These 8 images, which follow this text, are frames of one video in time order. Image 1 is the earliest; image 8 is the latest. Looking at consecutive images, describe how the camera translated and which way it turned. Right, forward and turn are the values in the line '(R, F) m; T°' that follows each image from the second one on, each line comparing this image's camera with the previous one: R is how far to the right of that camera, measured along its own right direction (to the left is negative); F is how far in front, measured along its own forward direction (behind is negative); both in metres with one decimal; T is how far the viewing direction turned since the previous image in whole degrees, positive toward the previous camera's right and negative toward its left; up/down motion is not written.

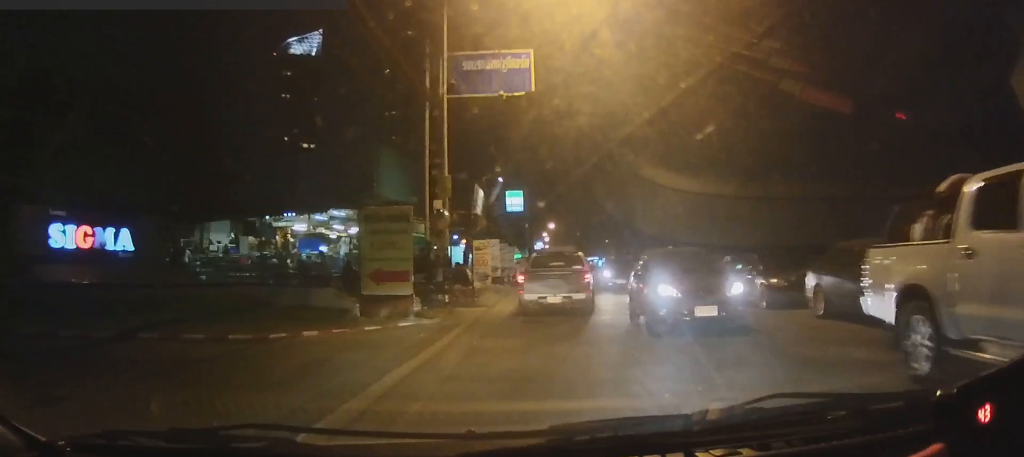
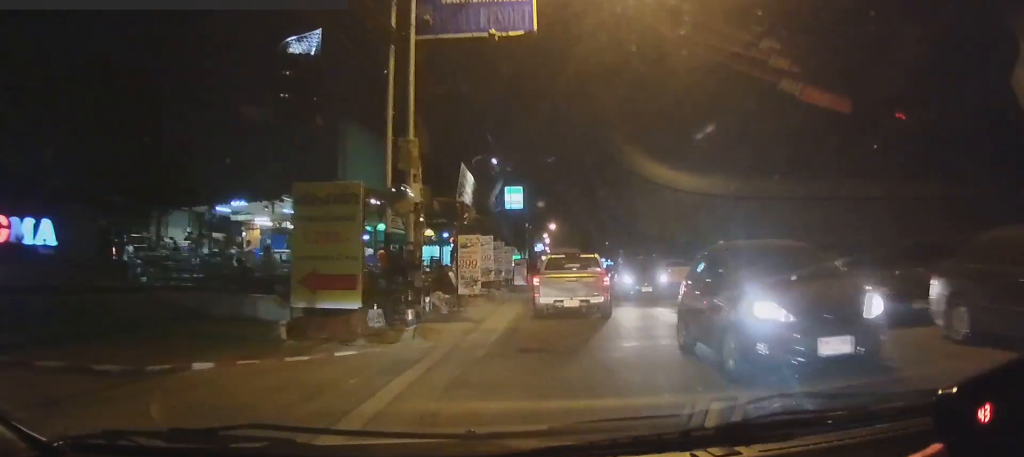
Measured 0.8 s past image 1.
(0.0, +4.4) m; -2°
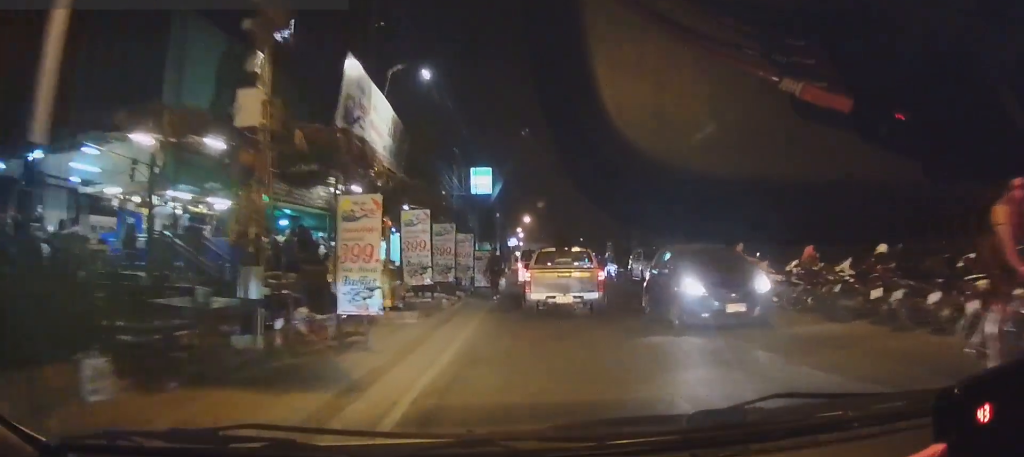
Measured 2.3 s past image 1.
(-0.3, +8.3) m; +2°
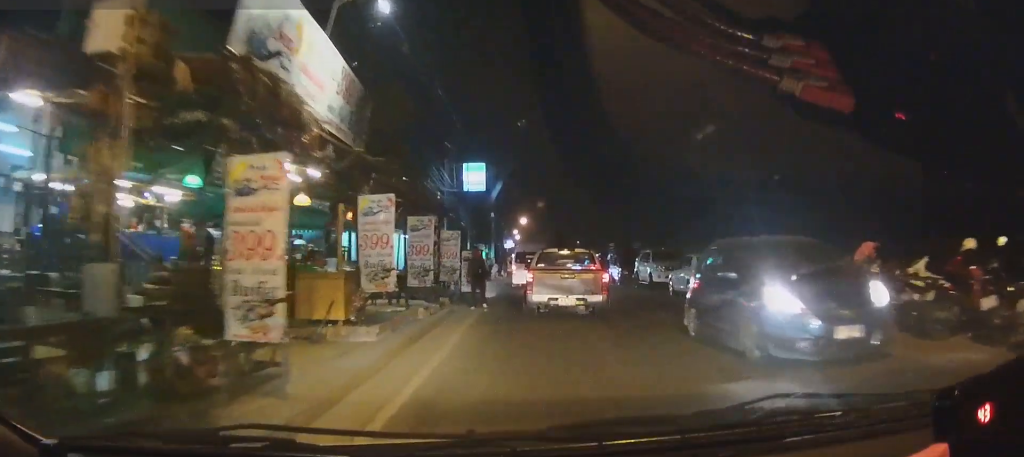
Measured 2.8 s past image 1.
(+0.1, +2.9) m; +2°
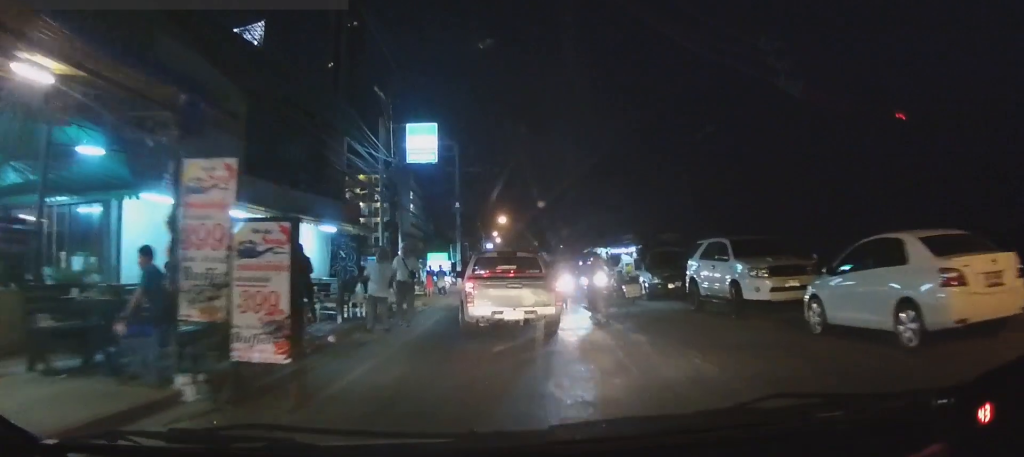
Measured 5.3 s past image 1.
(+0.1, +13.3) m; +1°
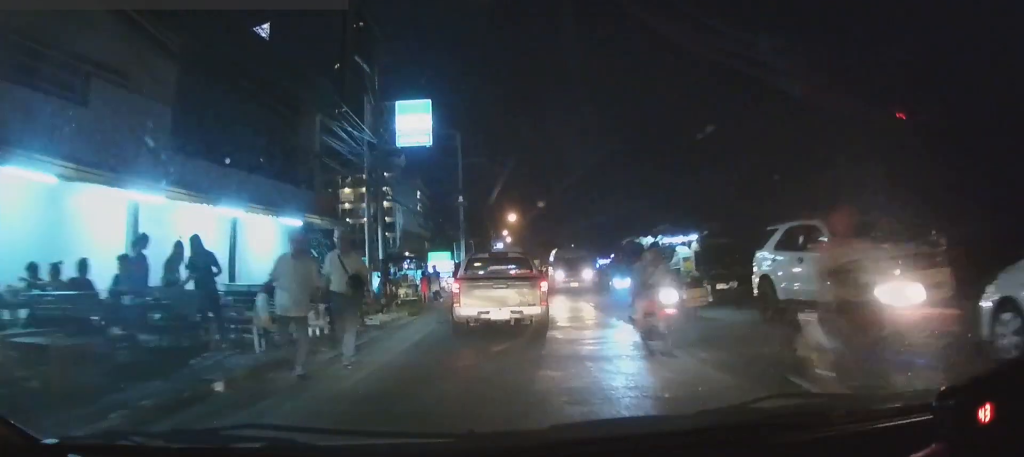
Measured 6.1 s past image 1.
(+0.2, +4.4) m; +3°
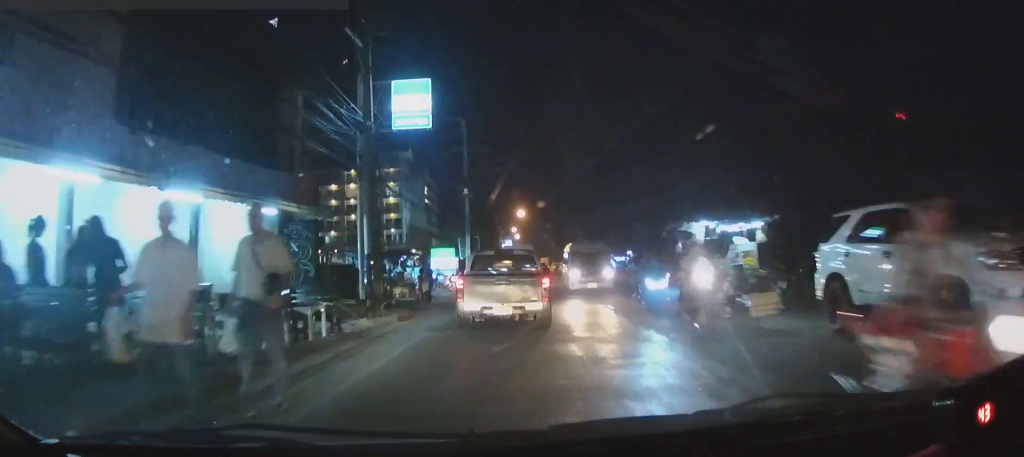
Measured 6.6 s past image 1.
(0.0, +2.5) m; +1°
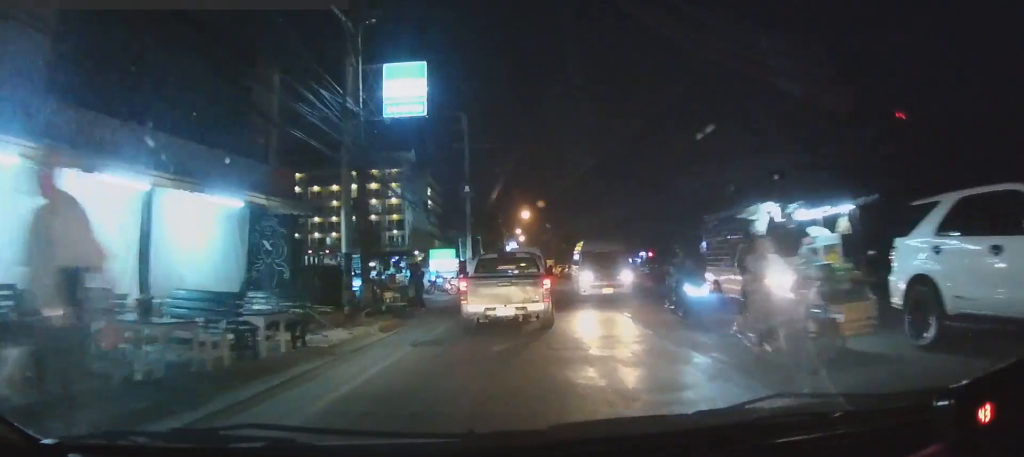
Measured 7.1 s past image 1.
(0.0, +2.2) m; +1°
